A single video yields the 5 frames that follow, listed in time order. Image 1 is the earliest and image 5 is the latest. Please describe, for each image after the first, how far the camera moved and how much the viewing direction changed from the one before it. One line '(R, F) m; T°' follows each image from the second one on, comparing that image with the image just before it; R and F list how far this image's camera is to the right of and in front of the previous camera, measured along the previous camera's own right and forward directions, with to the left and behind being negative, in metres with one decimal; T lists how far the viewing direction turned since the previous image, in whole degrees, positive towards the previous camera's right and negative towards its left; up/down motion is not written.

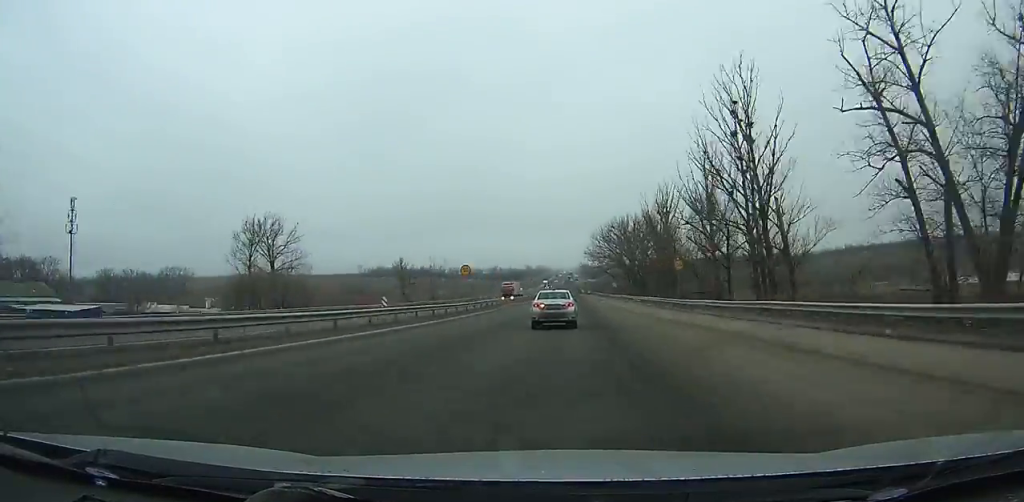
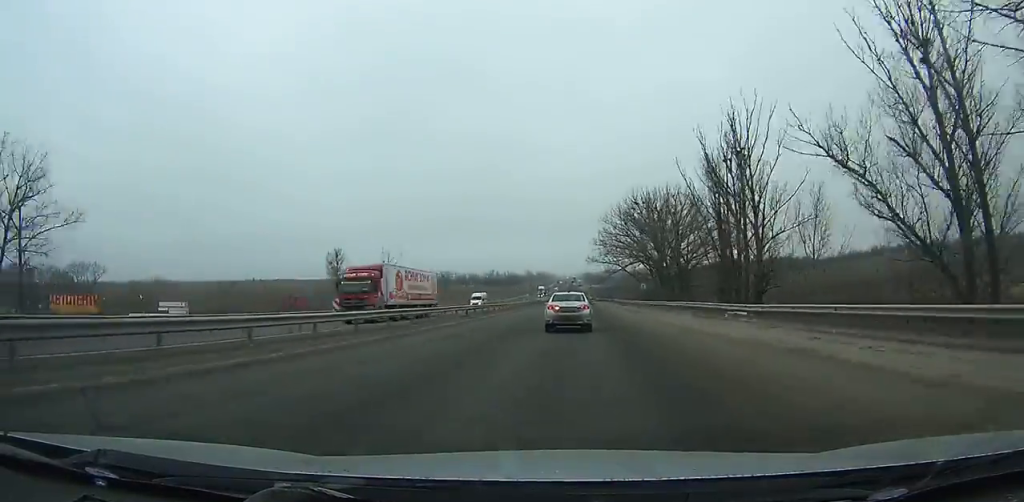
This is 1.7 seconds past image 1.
(-0.1, +44.9) m; 0°
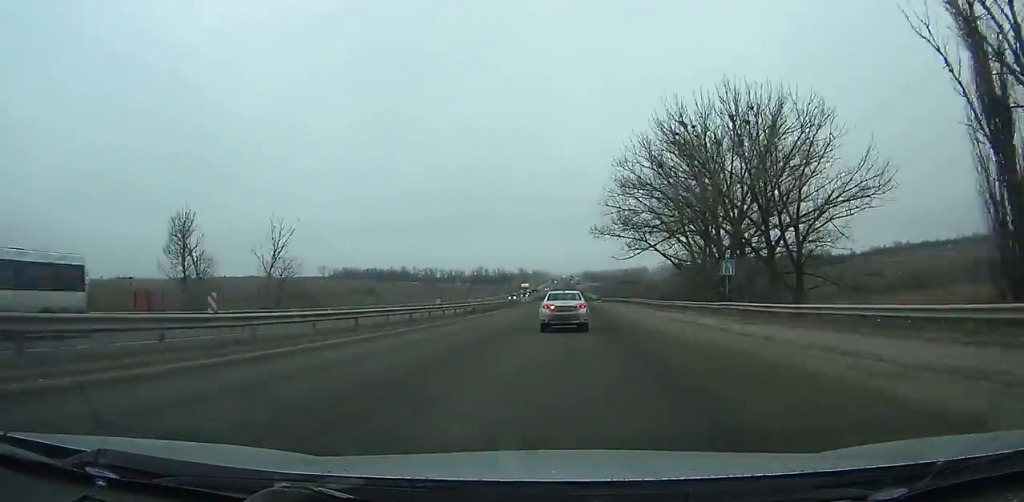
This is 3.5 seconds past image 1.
(-0.1, +46.9) m; 0°
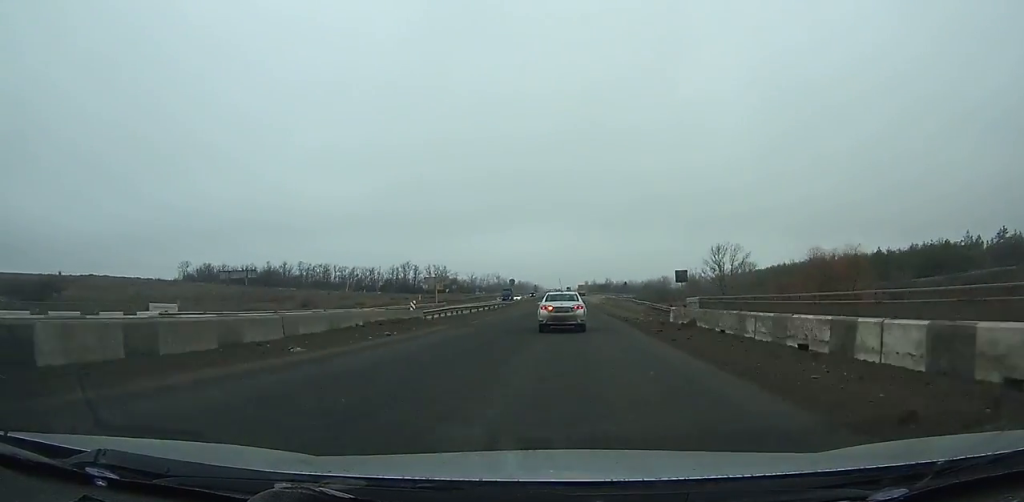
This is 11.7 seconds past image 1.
(+2.1, +194.1) m; +1°
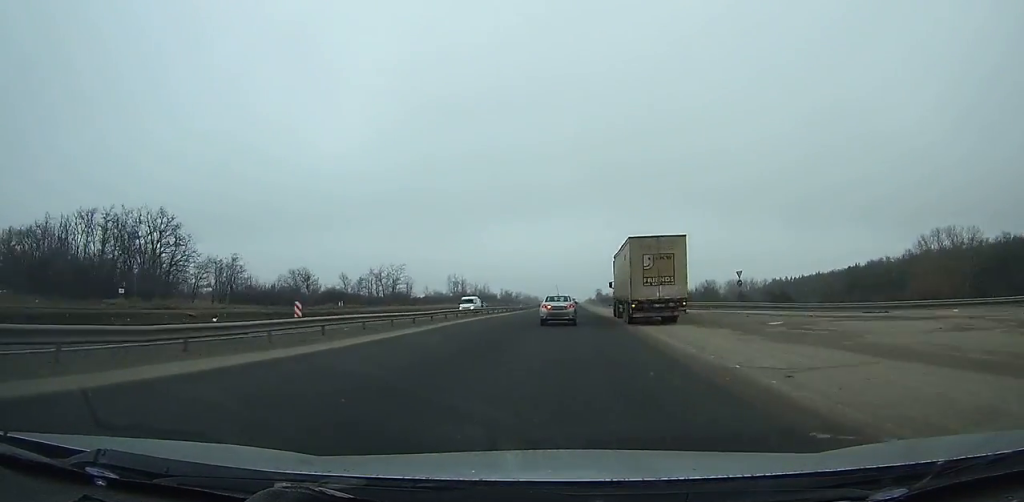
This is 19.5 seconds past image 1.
(+0.3, +172.8) m; 0°
